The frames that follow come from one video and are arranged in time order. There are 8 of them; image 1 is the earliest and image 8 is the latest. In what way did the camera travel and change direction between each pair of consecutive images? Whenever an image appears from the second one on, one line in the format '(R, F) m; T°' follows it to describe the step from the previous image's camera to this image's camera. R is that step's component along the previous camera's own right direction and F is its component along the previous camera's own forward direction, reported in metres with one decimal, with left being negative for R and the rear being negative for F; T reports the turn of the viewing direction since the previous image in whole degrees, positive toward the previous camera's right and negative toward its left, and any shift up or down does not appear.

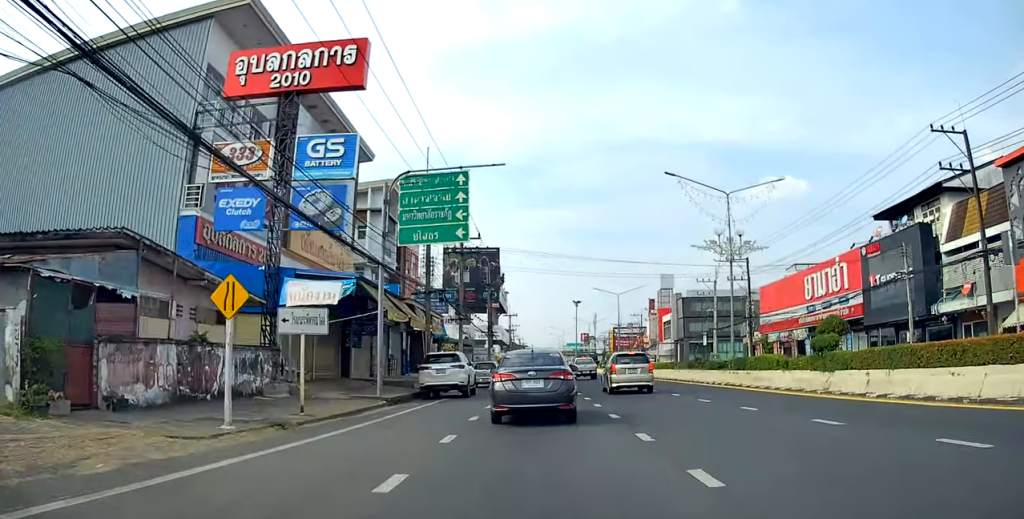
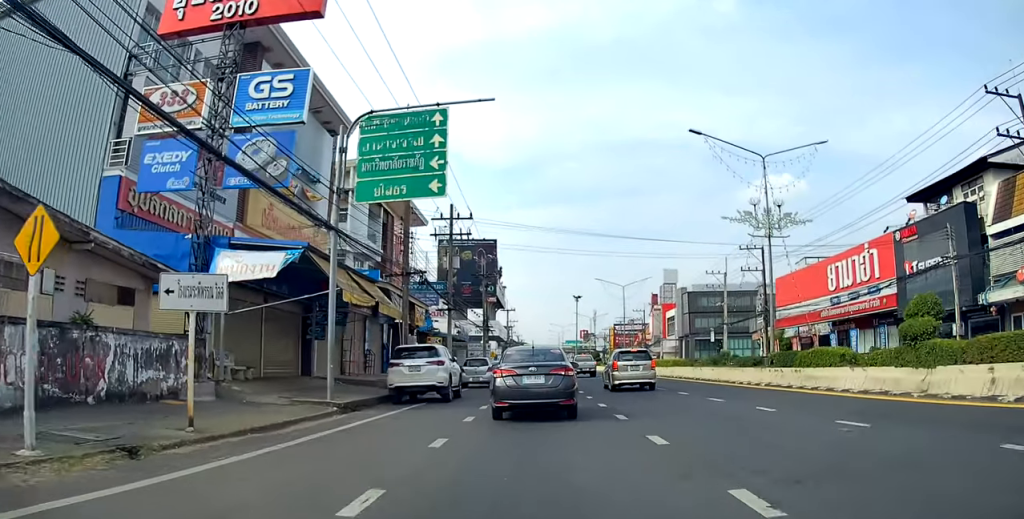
(+0.5, +5.3) m; 0°
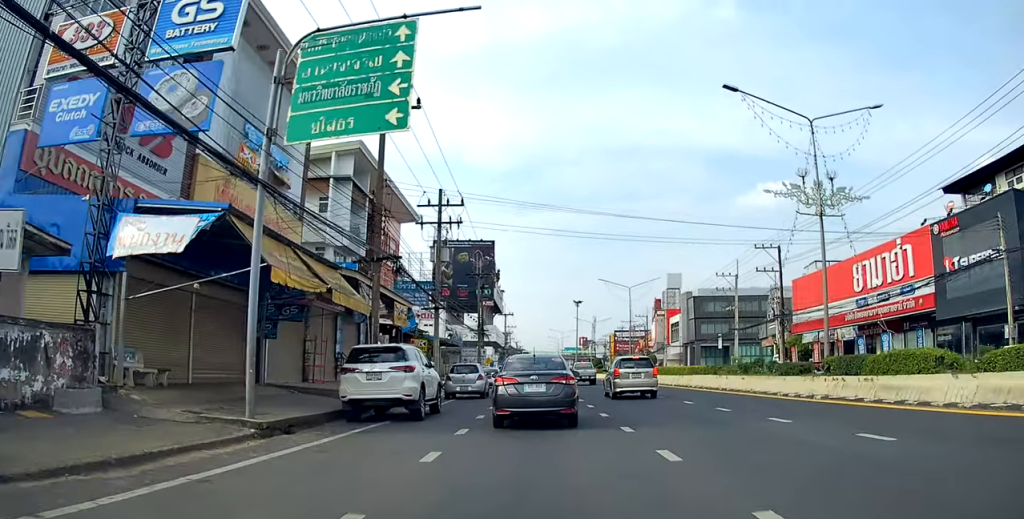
(-0.3, +5.2) m; -3°
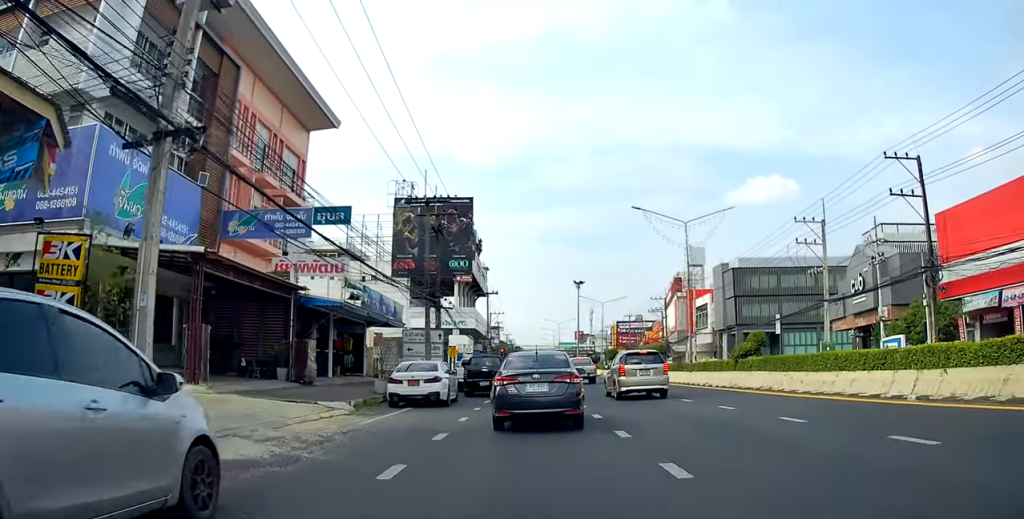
(+0.2, +26.5) m; +2°
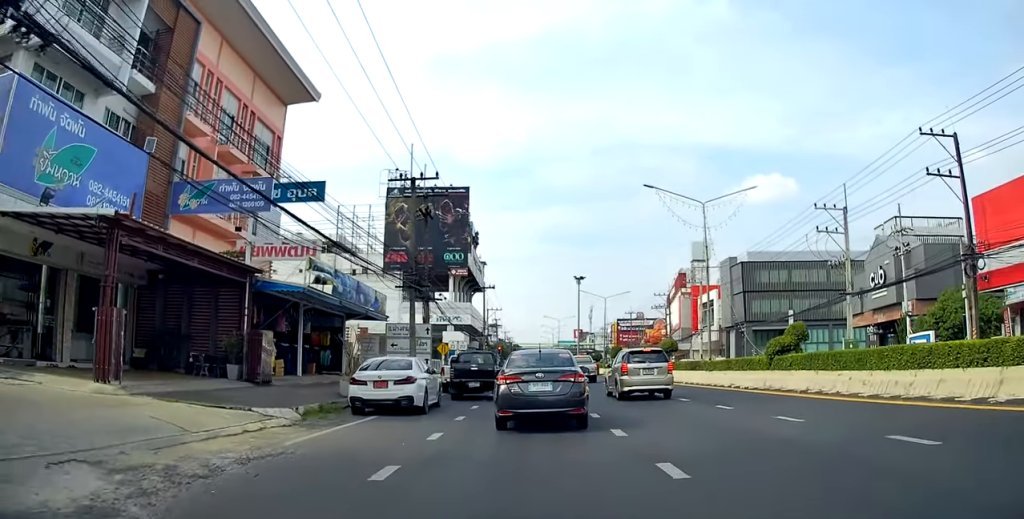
(-0.3, +4.4) m; 0°
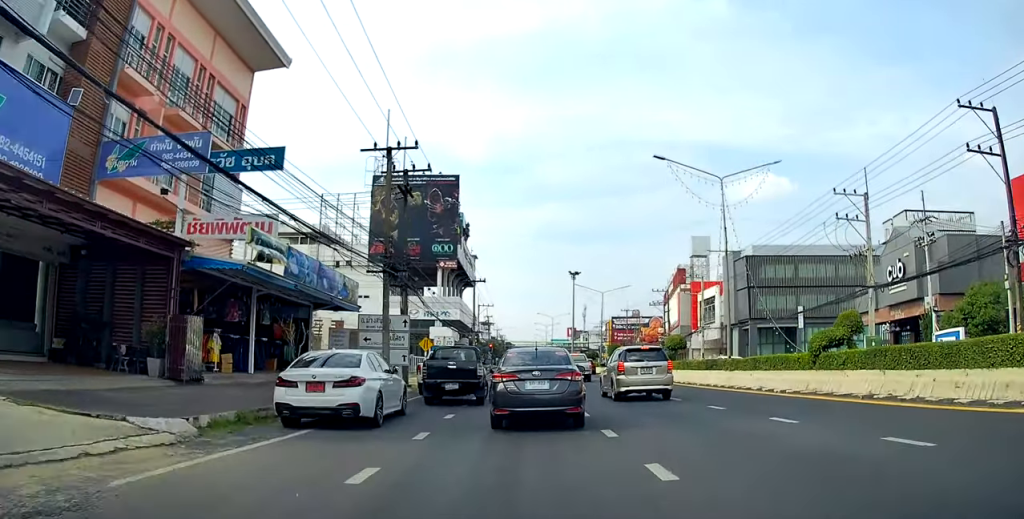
(+0.4, +4.3) m; 0°
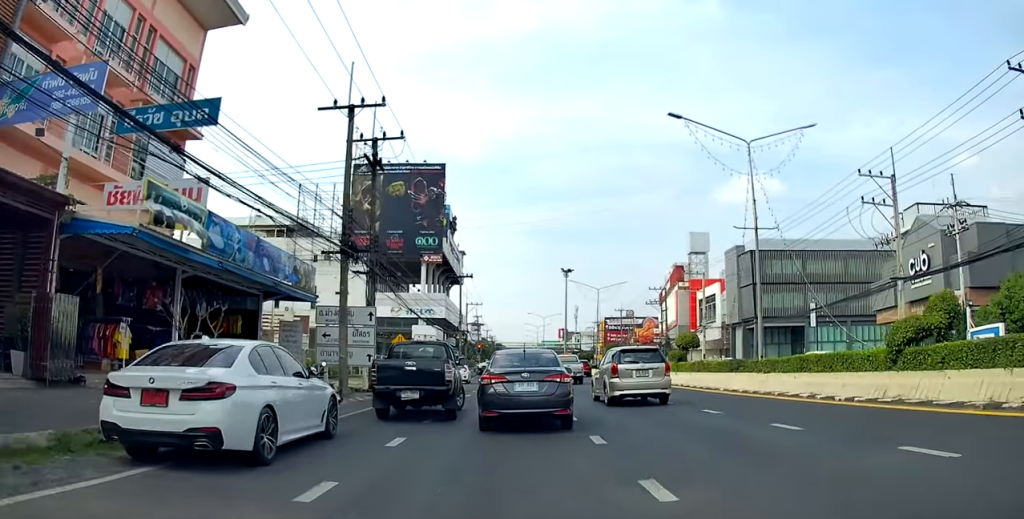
(+0.2, +5.2) m; 0°
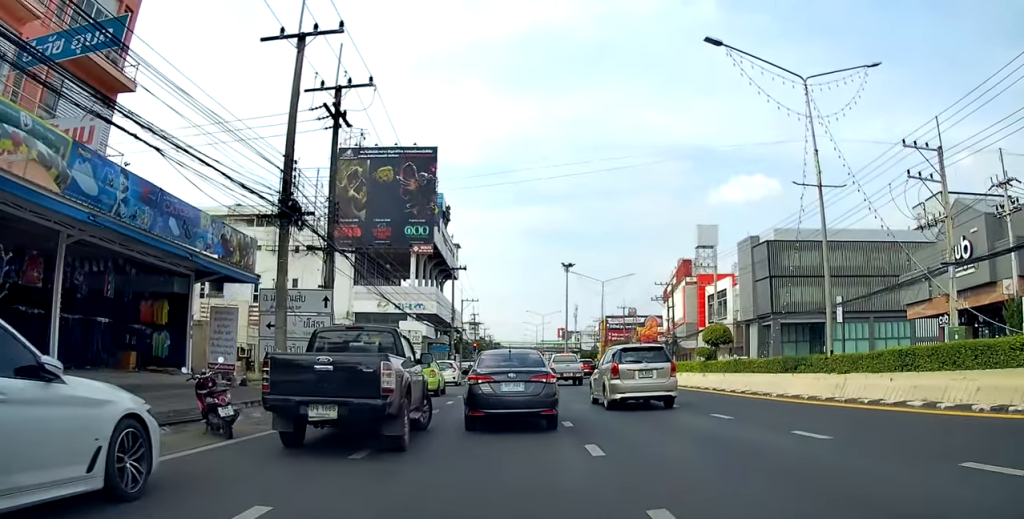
(-0.6, +5.9) m; -1°
